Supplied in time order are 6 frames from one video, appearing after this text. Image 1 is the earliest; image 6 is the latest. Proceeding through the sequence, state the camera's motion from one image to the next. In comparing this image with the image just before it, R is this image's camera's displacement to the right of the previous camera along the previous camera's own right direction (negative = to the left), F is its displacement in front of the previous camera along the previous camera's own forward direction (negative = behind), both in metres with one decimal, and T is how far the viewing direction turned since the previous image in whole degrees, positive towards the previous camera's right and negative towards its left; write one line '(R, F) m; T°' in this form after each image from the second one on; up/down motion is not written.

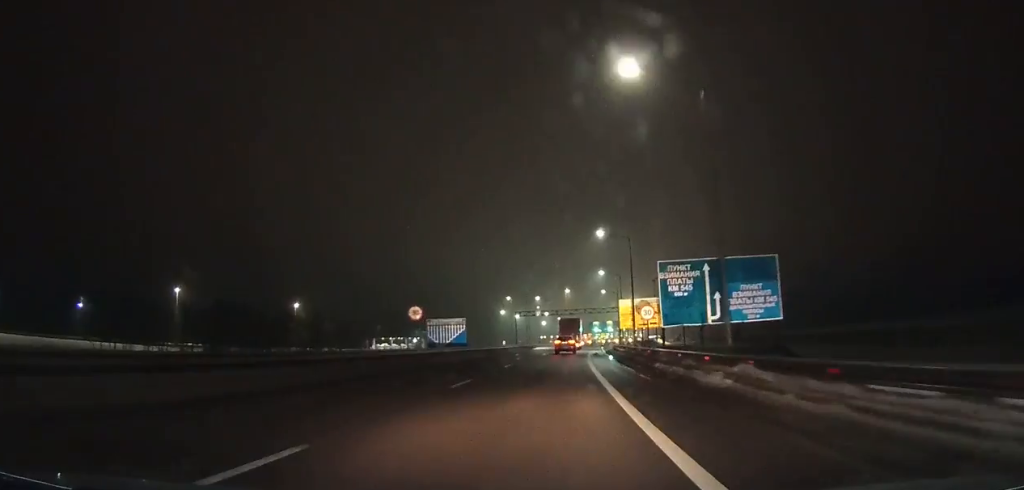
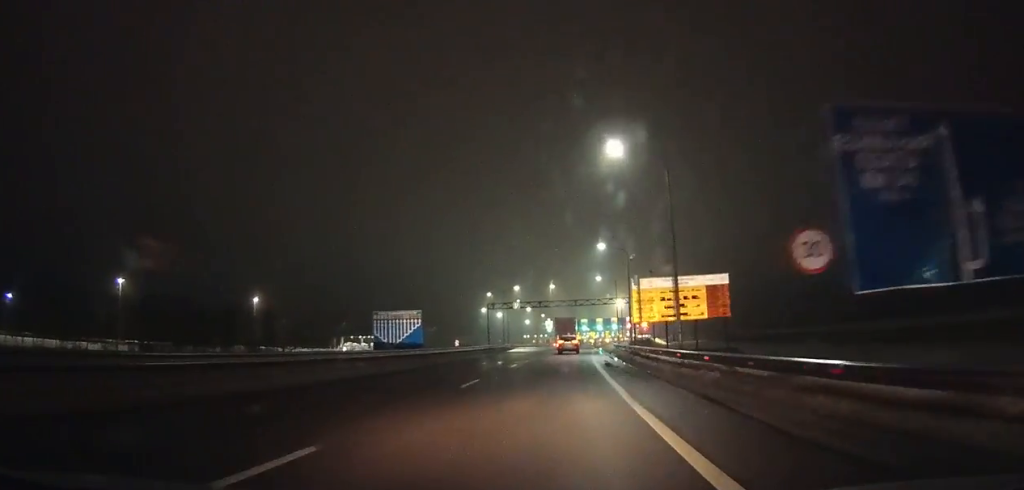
(+0.4, +23.4) m; +1°
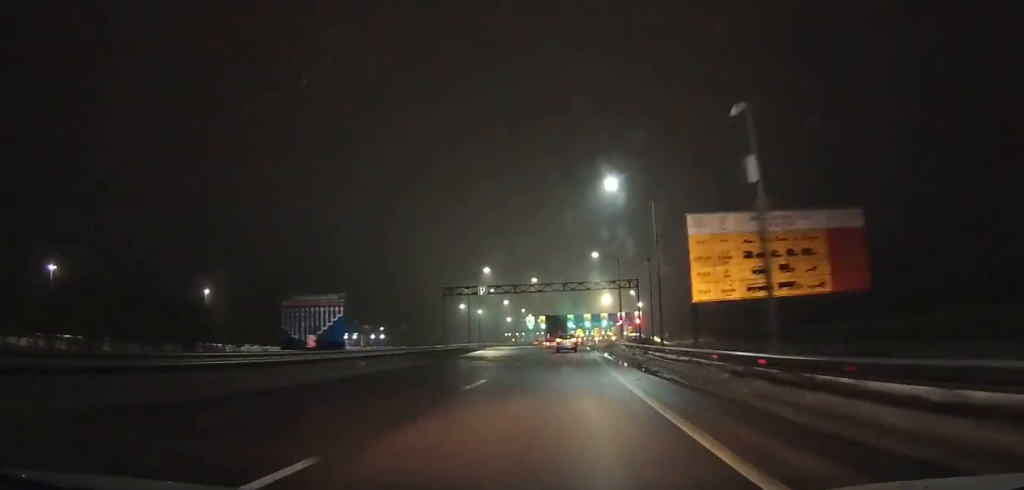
(+0.2, +23.1) m; +1°
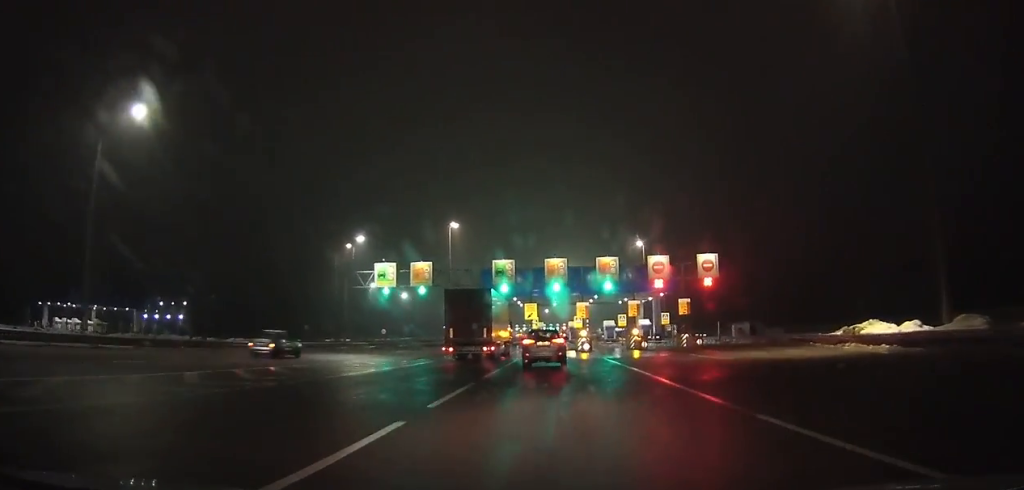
(+4.4, +112.7) m; +3°
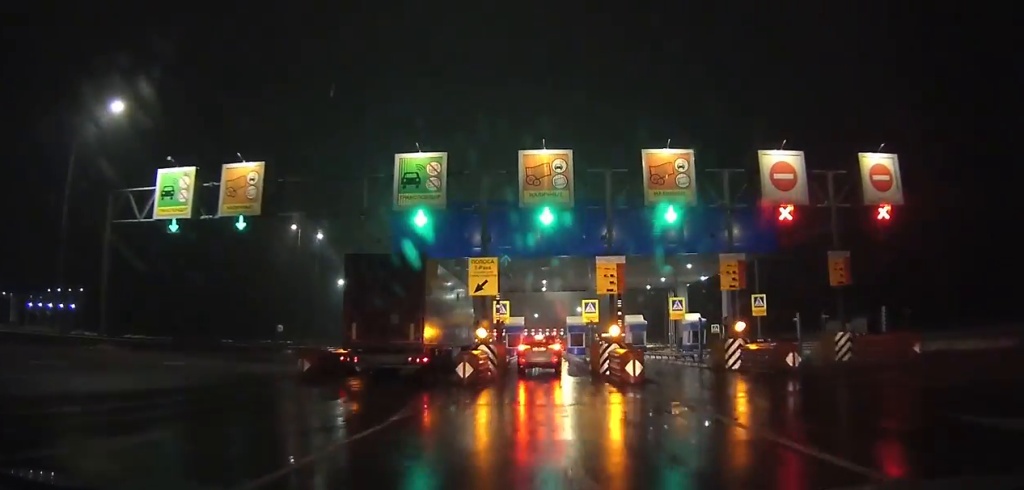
(+0.3, +32.8) m; 0°
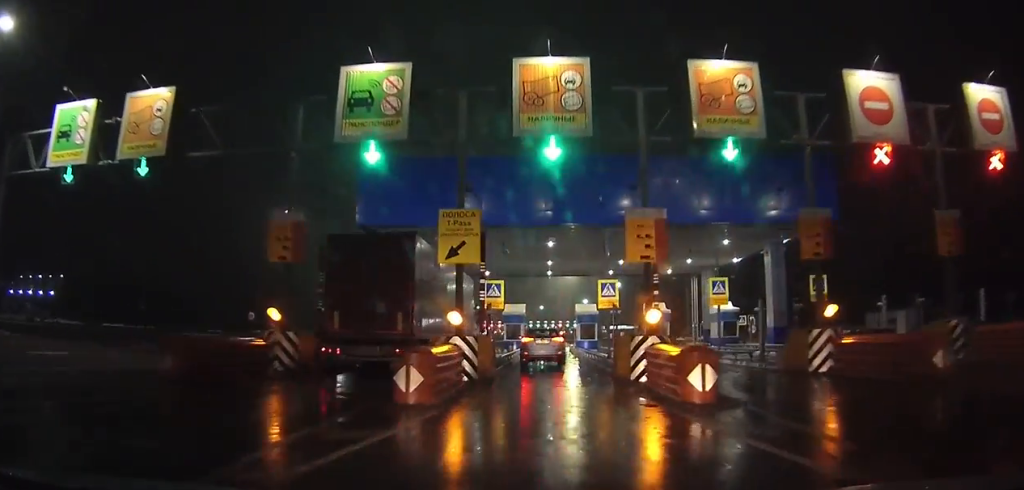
(-0.1, +6.7) m; 0°
